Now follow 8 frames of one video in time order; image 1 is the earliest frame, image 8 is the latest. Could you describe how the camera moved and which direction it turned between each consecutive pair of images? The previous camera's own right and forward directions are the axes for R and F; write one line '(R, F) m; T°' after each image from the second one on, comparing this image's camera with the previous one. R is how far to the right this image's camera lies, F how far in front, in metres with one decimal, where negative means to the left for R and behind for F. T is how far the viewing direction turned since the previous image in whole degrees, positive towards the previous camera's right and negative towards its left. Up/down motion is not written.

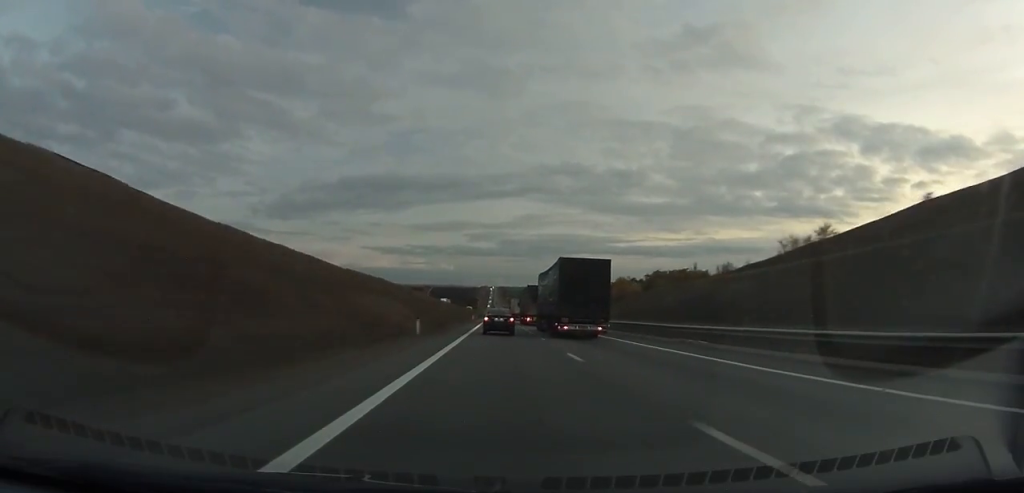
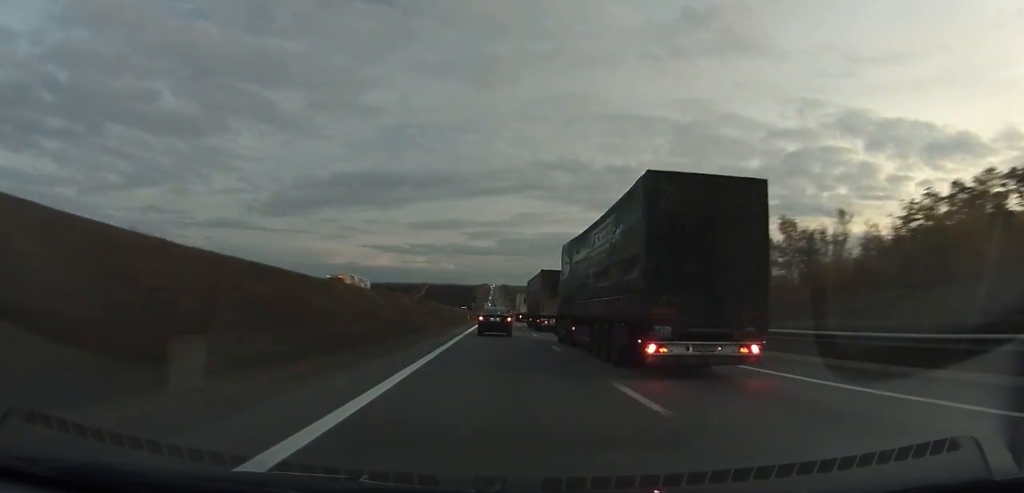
(-1.2, +152.2) m; -1°
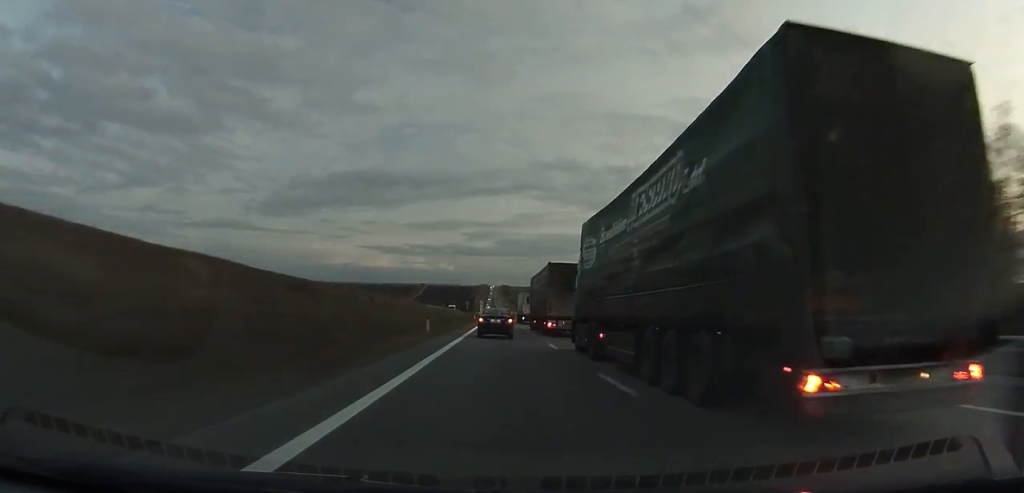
(-0.1, +47.9) m; 0°
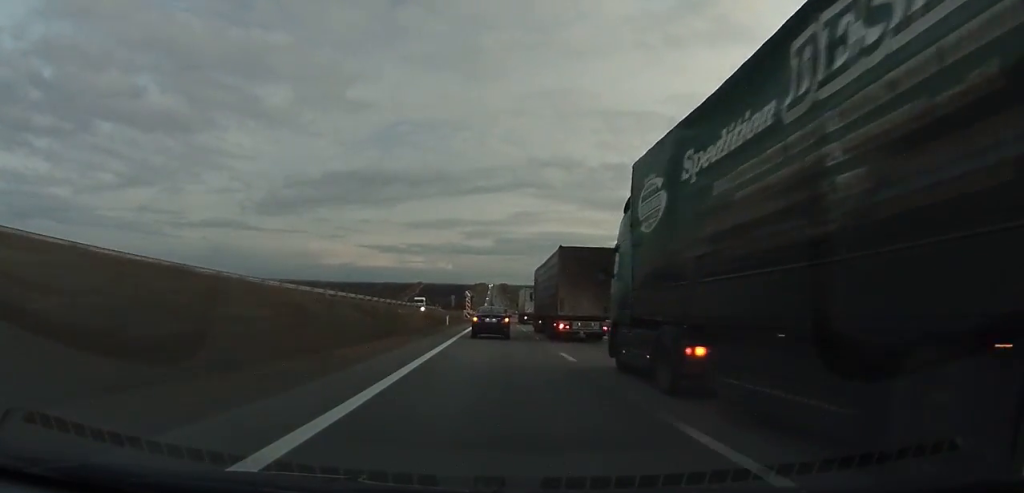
(0.0, +52.1) m; 0°
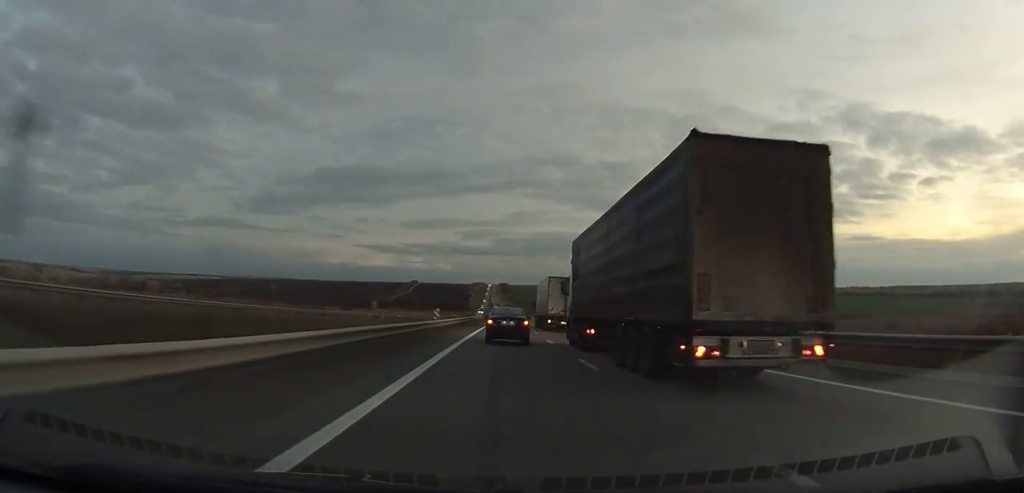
(-0.1, +121.8) m; 0°
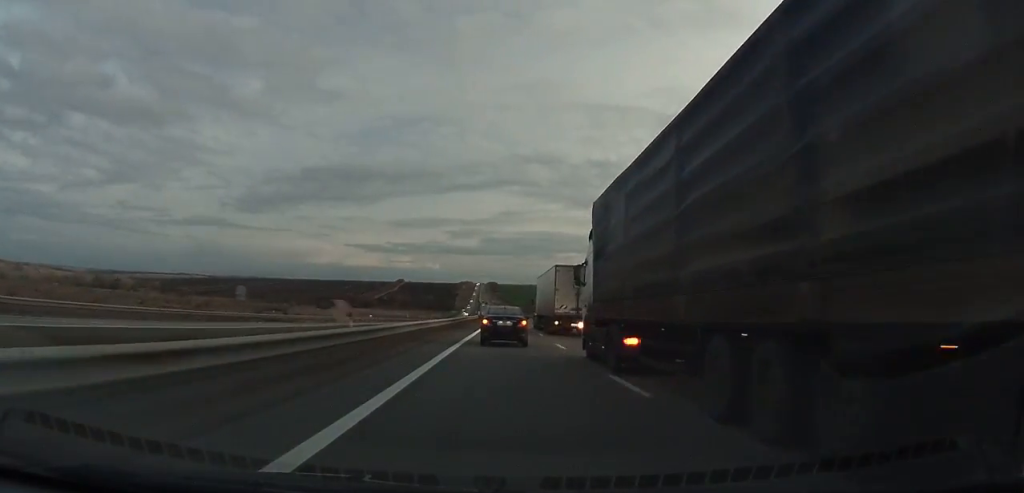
(+0.4, +54.5) m; 0°
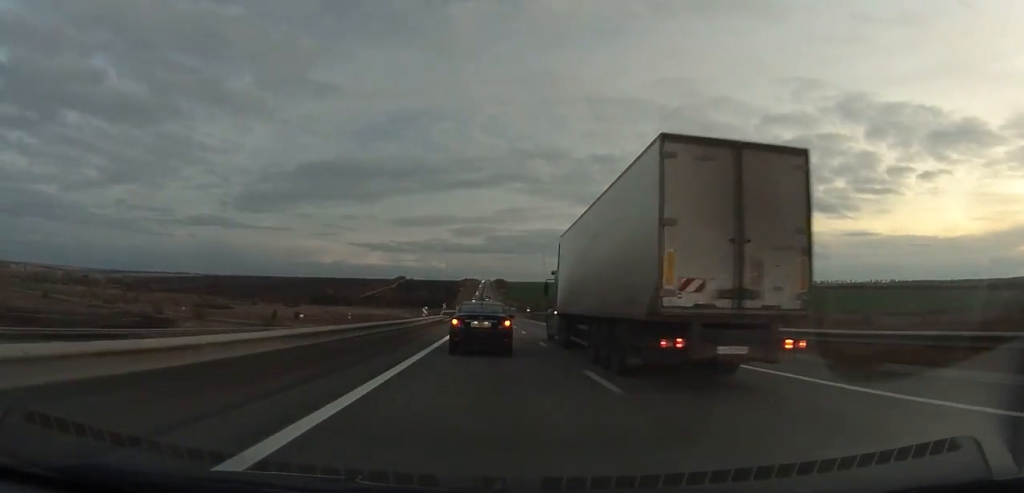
(+1.0, +116.1) m; 0°
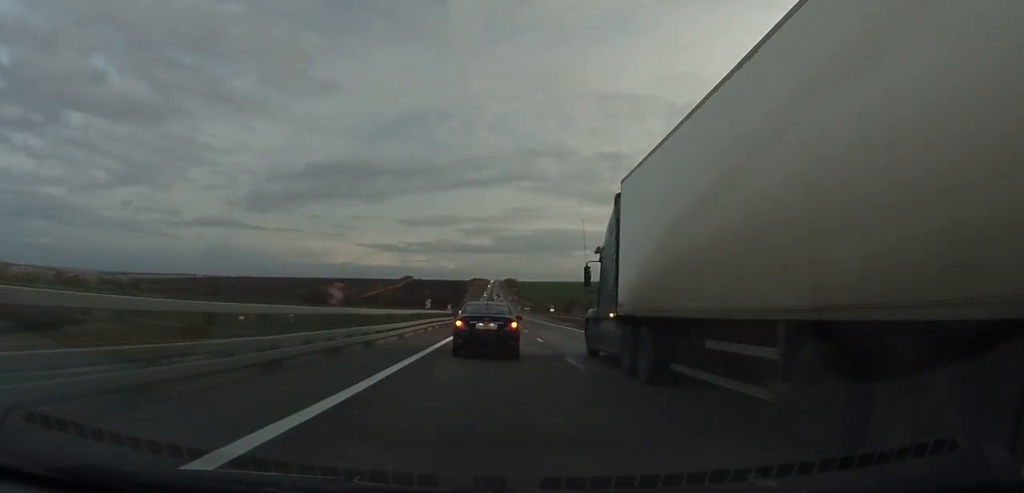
(-0.5, +58.5) m; -1°
